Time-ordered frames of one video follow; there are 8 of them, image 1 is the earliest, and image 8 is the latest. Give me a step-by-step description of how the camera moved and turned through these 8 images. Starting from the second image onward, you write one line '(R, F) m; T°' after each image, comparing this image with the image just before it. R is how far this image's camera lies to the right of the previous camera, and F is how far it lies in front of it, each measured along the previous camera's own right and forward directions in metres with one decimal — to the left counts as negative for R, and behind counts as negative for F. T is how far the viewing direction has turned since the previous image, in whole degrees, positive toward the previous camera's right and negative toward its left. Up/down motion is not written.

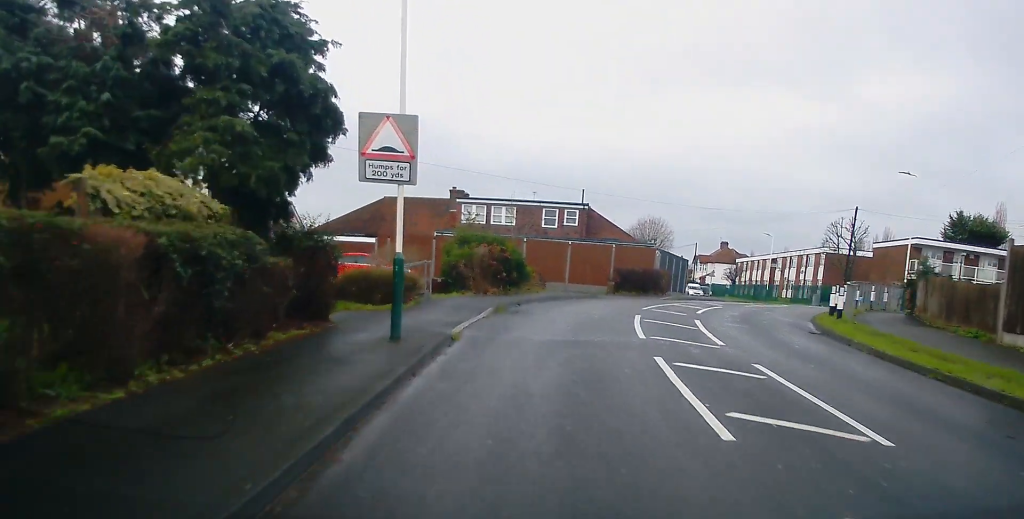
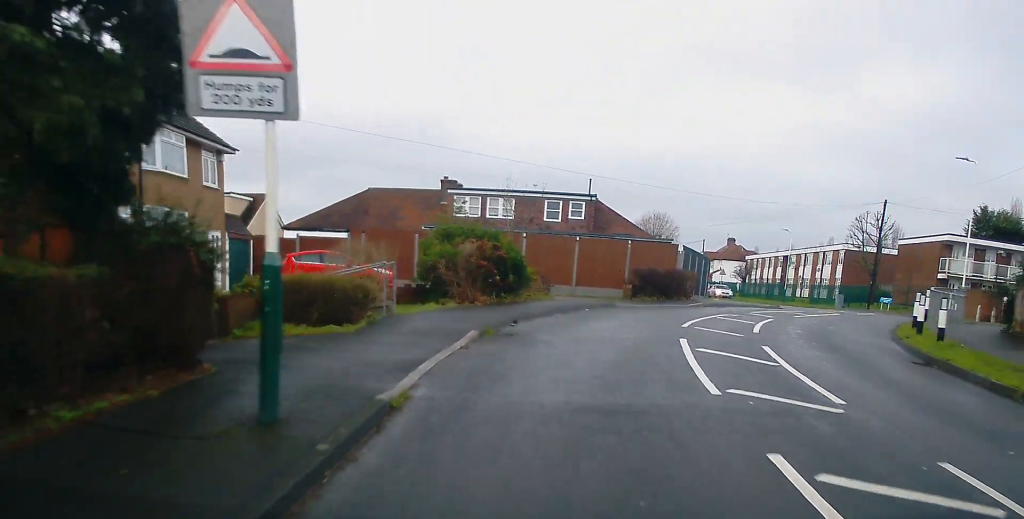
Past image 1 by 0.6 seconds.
(0.0, +5.2) m; +4°
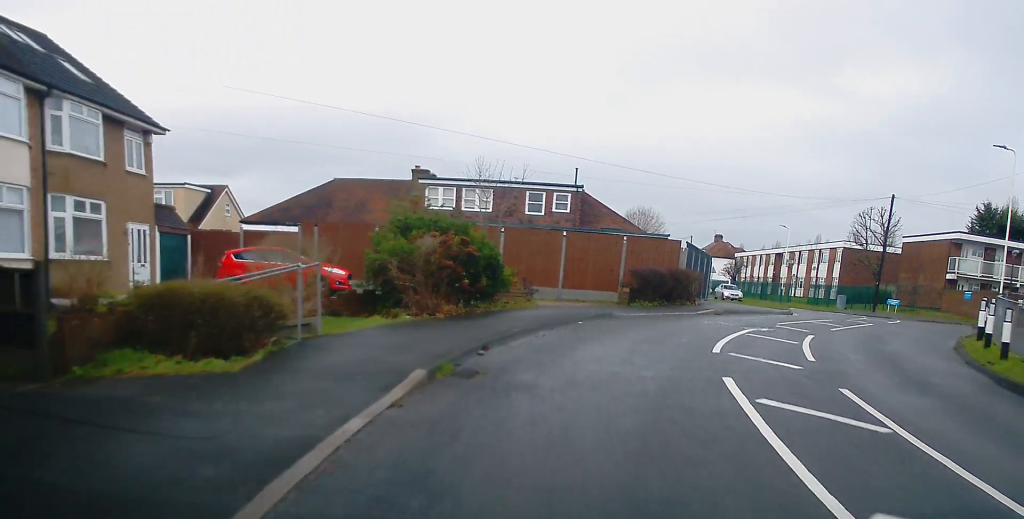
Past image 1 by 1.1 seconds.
(-0.3, +4.0) m; +4°
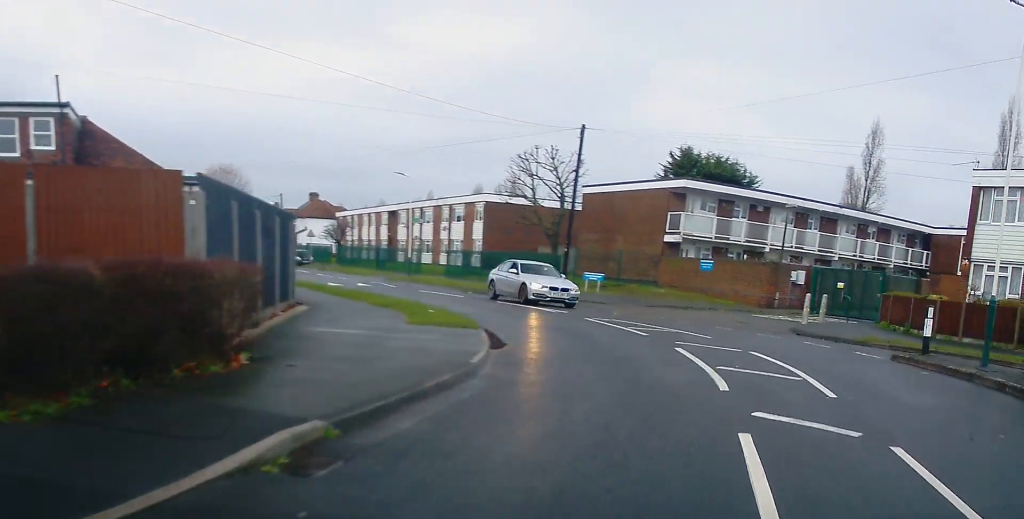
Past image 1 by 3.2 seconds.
(+3.2, +16.4) m; +17°
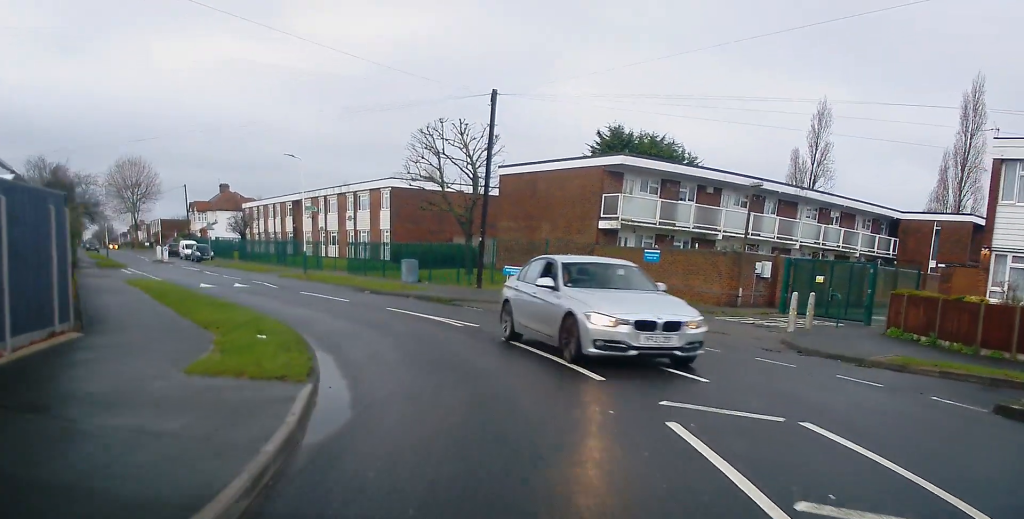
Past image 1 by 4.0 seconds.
(+0.4, +6.1) m; 0°
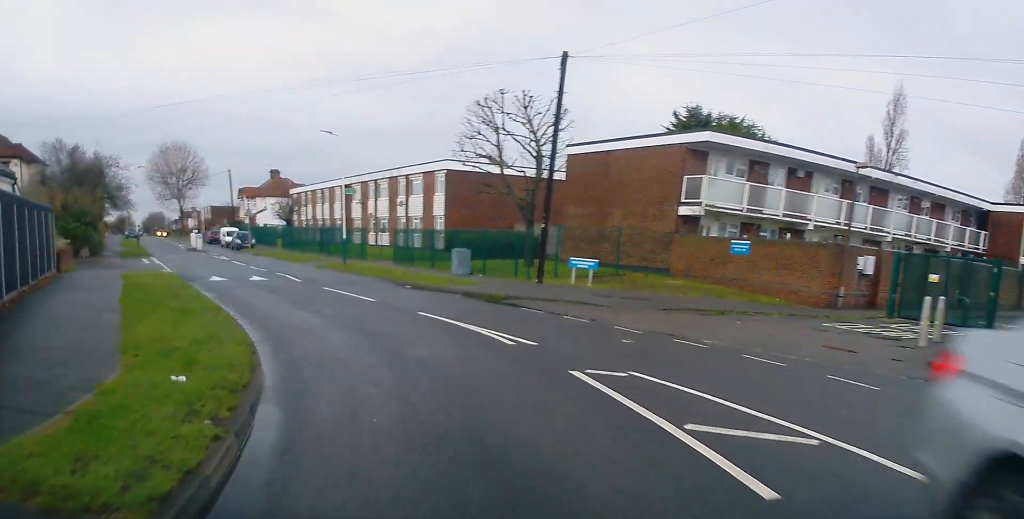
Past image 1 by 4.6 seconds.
(-0.2, +4.5) m; -5°
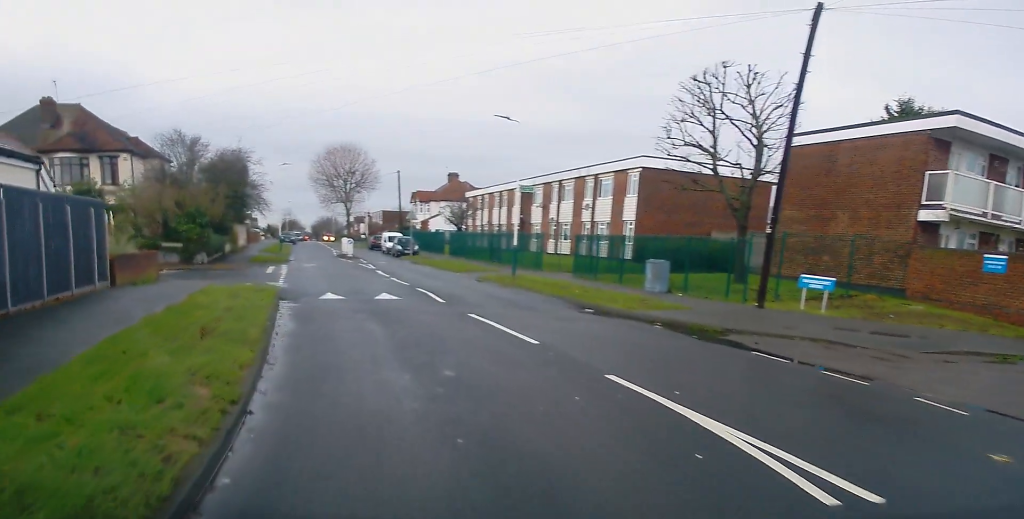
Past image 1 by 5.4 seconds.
(-0.4, +6.5) m; -9°
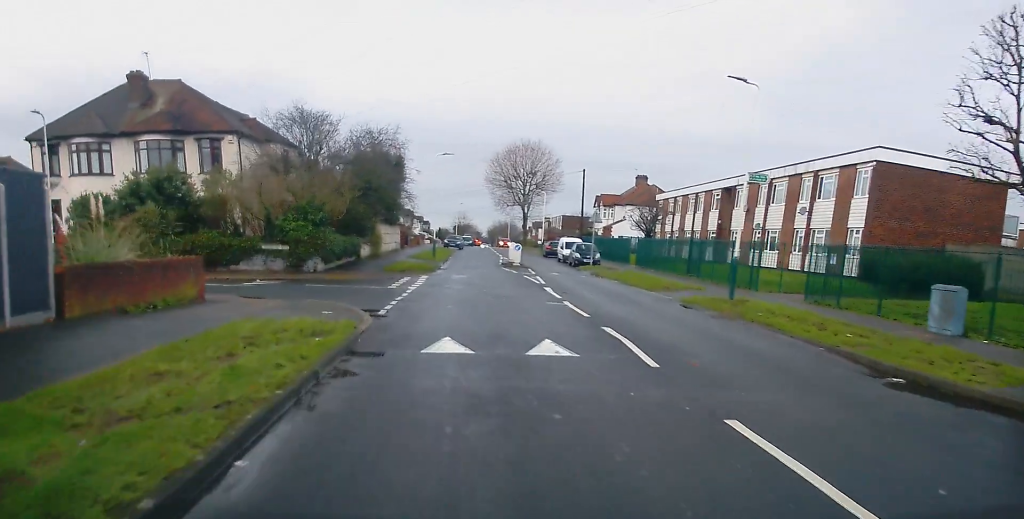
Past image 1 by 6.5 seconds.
(-1.0, +8.9) m; -9°
